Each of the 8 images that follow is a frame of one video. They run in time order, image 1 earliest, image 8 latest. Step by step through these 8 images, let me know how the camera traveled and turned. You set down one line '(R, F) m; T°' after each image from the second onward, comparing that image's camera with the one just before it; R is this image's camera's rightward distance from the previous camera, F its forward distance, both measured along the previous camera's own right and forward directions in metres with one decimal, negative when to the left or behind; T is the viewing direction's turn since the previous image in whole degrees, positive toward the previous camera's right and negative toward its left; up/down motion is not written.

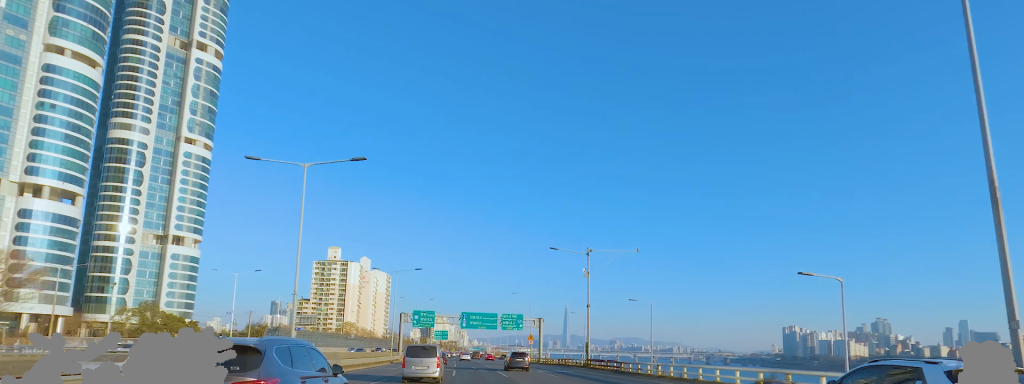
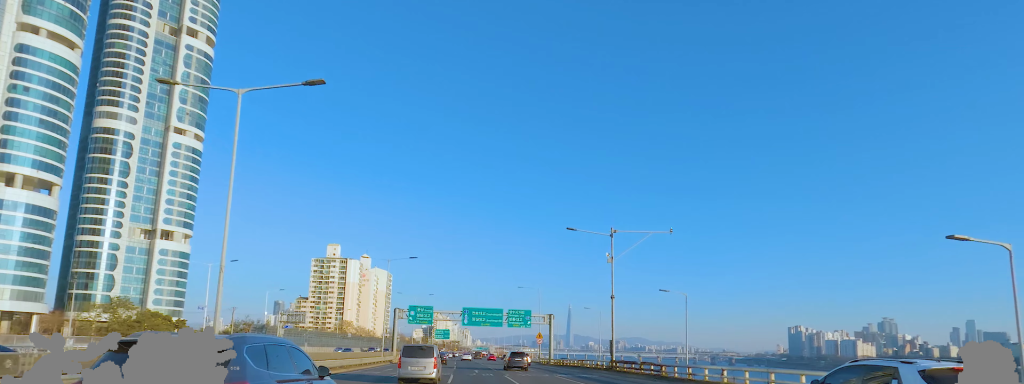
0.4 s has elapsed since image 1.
(-0.1, +8.7) m; 0°
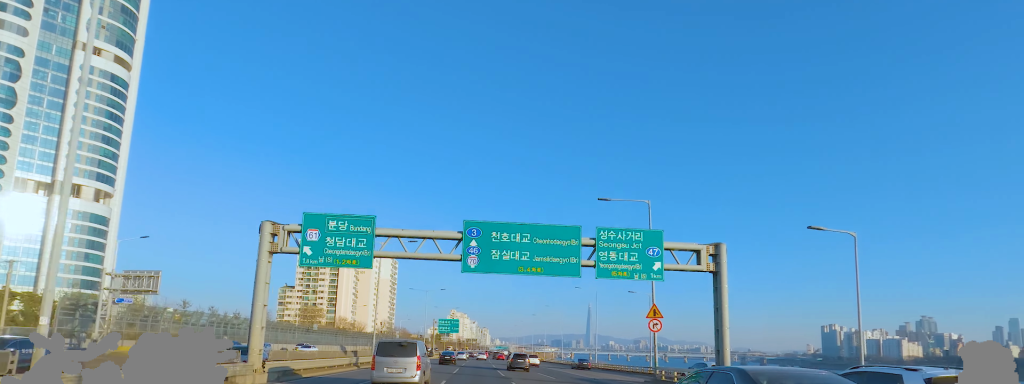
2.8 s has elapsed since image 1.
(0.0, +48.9) m; 0°
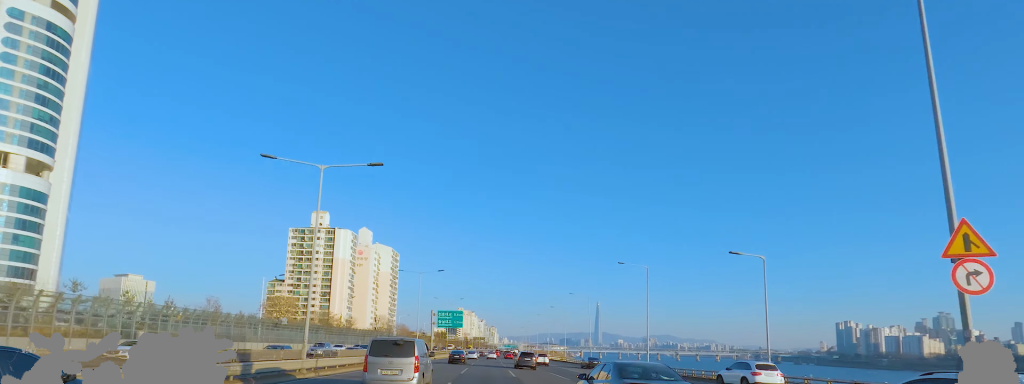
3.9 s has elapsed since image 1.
(0.0, +21.9) m; 0°
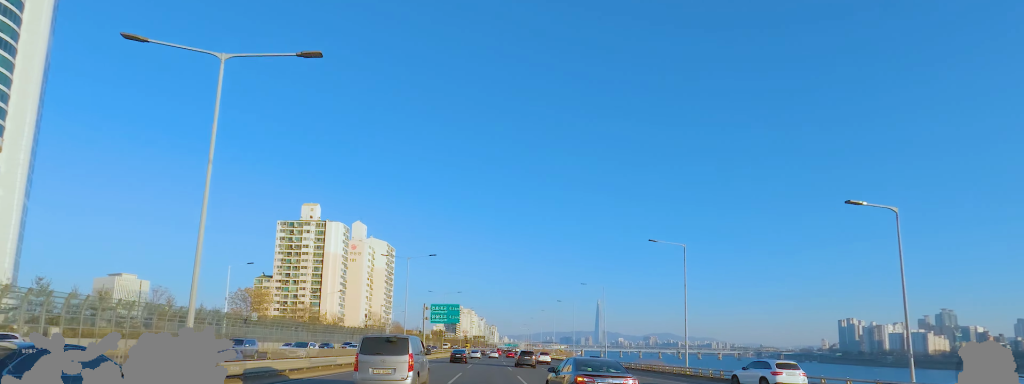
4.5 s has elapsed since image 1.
(0.0, +11.6) m; 0°
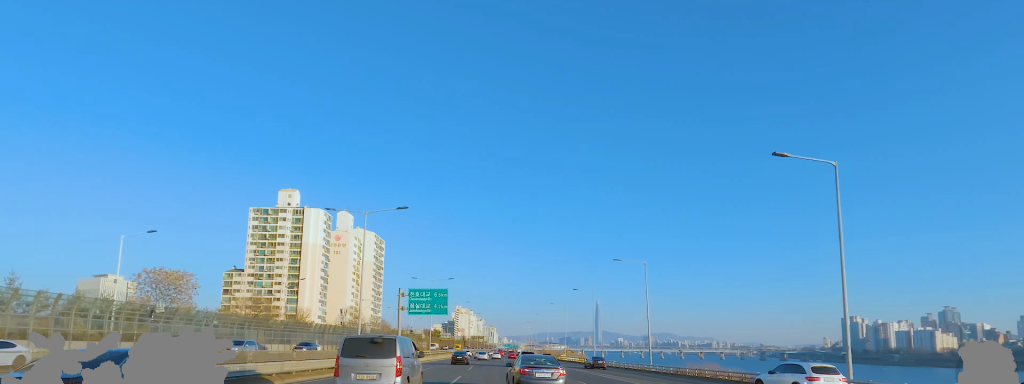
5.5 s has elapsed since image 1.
(0.0, +22.1) m; 0°
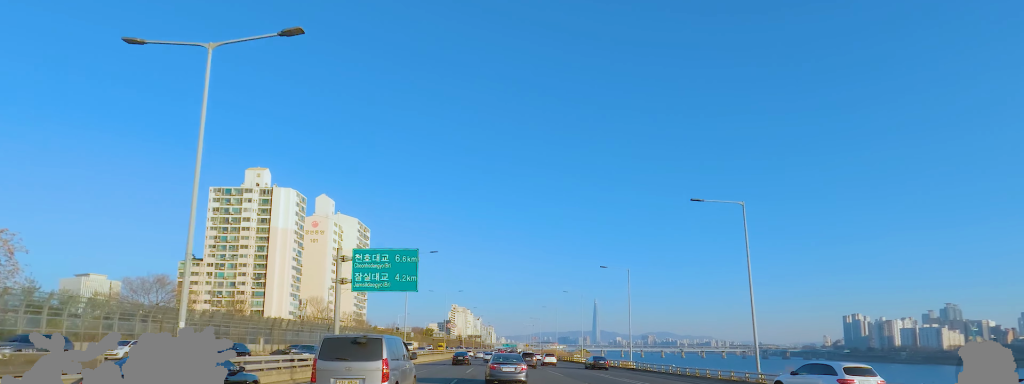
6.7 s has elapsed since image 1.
(0.0, +23.6) m; 0°
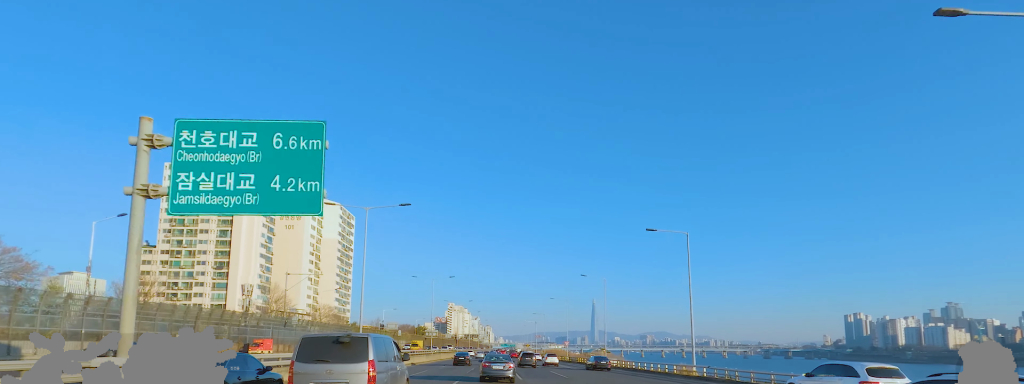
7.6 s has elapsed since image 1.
(-0.1, +20.2) m; -1°
